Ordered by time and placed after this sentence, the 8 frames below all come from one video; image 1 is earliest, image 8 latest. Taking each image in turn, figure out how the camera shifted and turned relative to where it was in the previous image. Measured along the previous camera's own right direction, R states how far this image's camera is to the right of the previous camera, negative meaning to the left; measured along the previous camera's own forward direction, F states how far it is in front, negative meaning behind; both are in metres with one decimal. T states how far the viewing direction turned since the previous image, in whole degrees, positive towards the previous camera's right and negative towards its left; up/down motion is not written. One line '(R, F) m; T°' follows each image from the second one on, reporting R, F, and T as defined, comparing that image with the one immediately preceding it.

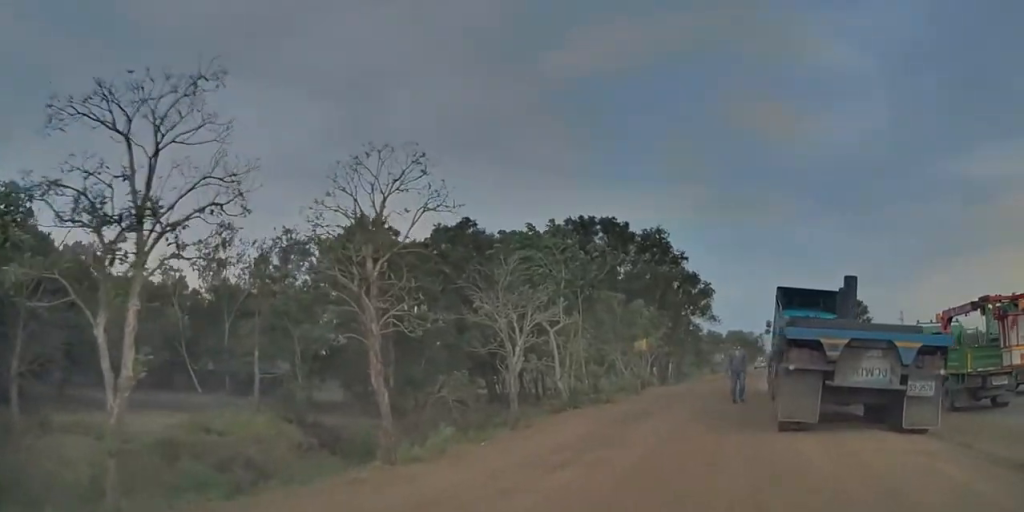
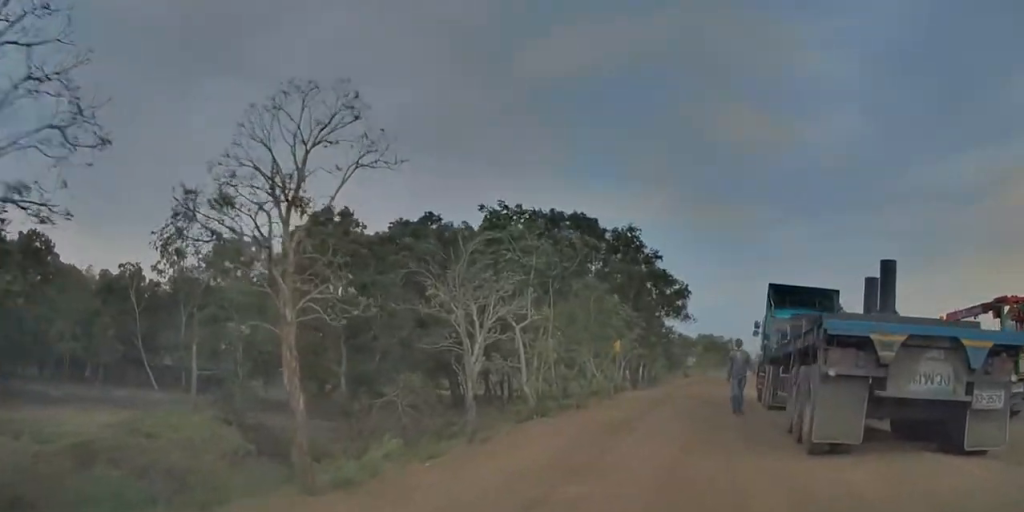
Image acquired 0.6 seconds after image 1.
(0.0, +1.9) m; +1°
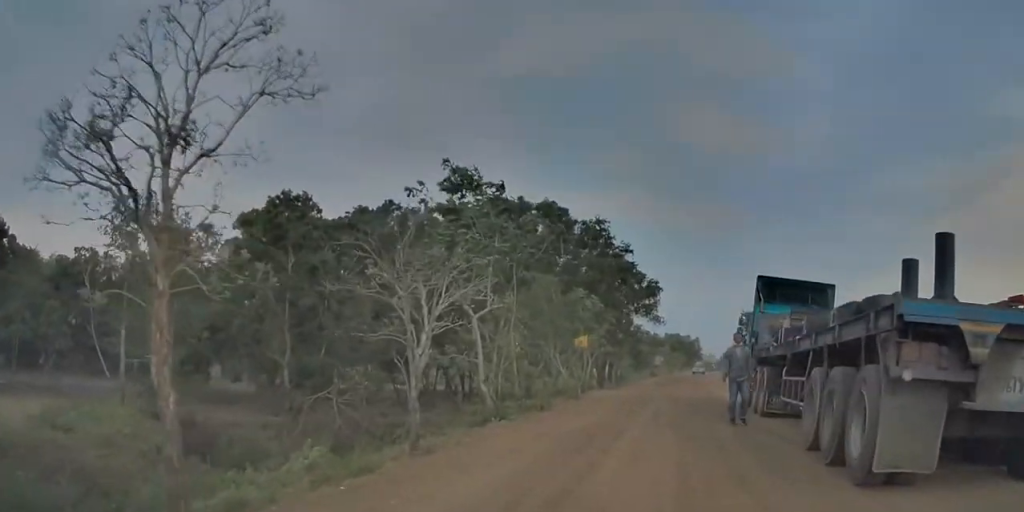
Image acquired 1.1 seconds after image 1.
(0.0, +1.9) m; 0°
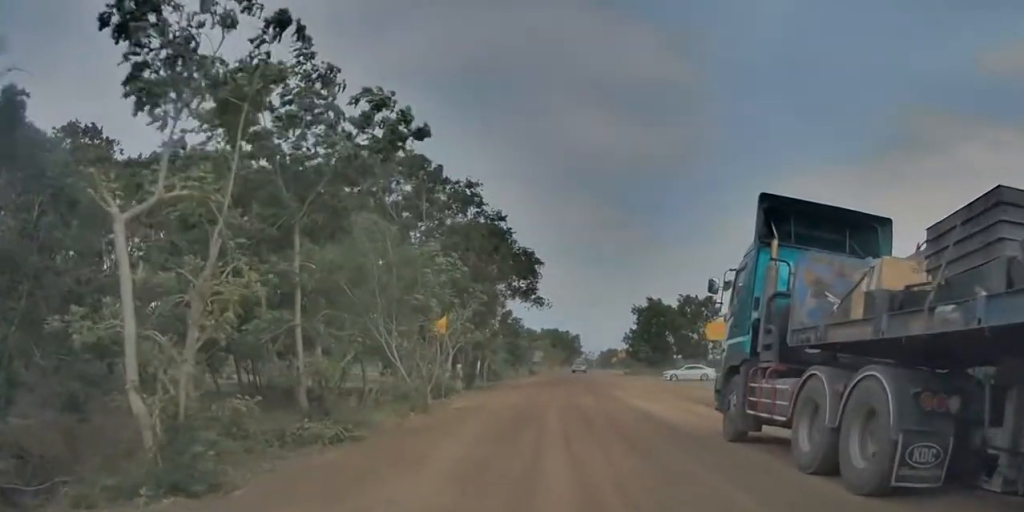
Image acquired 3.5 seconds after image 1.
(+1.0, +9.9) m; +14°
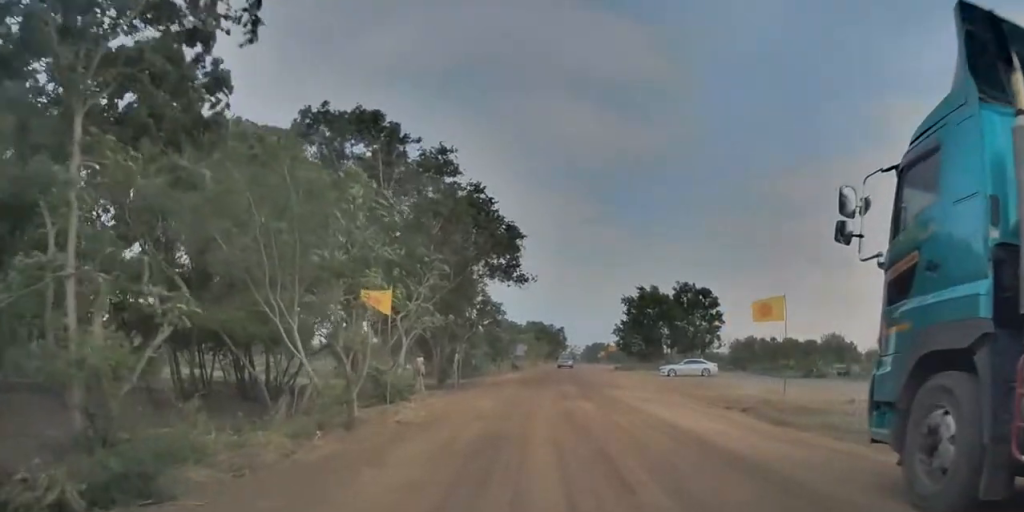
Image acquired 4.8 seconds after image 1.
(+0.2, +5.9) m; +2°
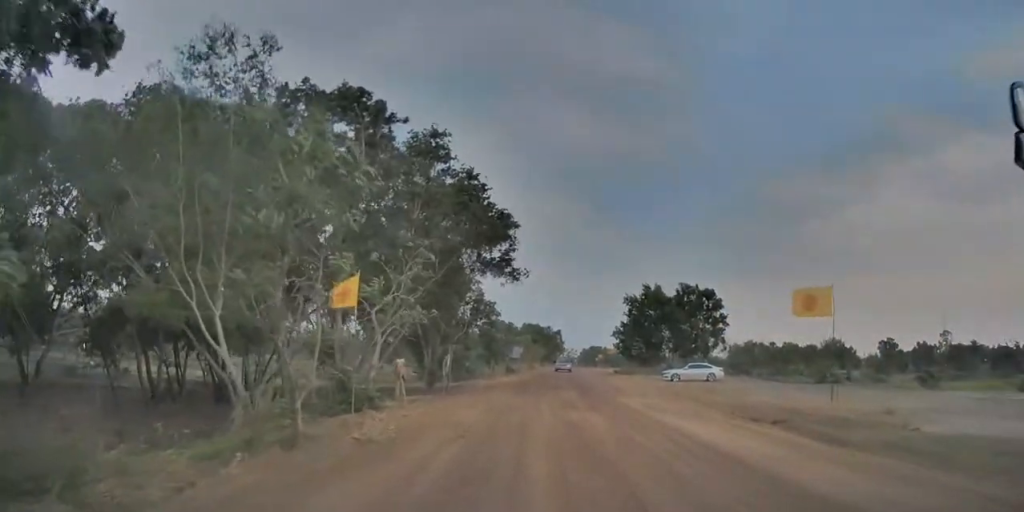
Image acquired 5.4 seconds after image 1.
(0.0, +2.8) m; +1°
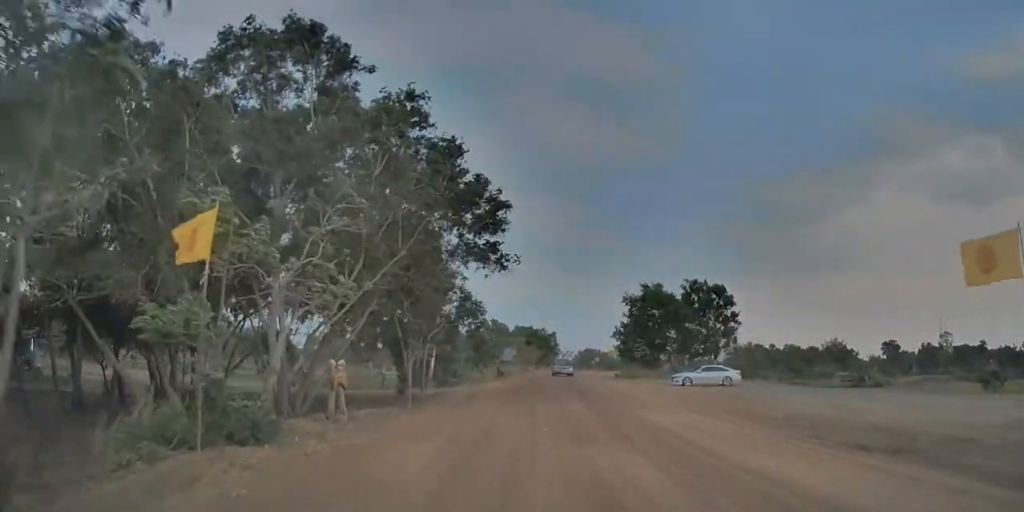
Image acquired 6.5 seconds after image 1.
(+0.2, +5.8) m; +4°
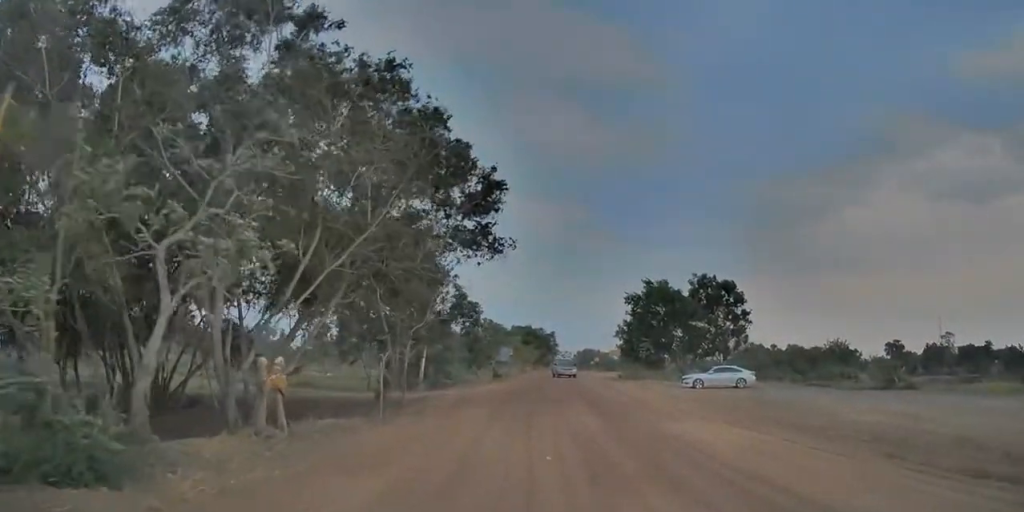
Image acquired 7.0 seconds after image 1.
(+0.1, +3.4) m; 0°
